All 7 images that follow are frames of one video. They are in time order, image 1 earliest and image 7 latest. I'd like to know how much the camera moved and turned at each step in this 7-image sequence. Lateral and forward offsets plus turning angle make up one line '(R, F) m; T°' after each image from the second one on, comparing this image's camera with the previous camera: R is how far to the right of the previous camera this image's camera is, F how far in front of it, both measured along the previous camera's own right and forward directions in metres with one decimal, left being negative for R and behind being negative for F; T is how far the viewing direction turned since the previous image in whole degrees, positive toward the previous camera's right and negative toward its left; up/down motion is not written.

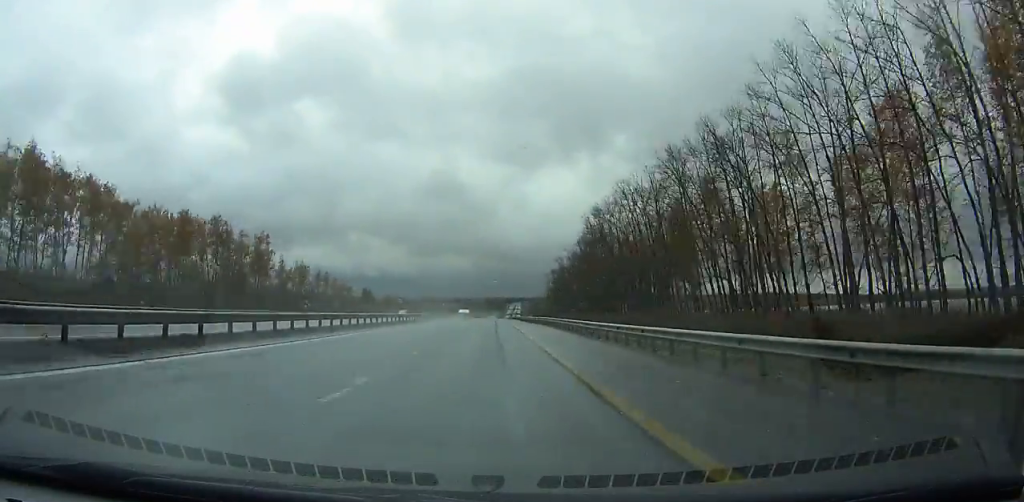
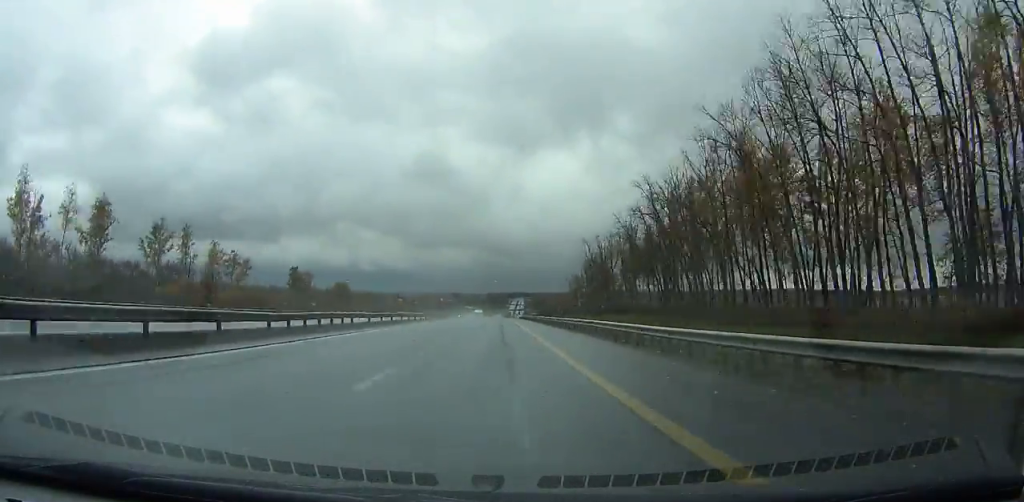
(-0.1, +107.9) m; 0°
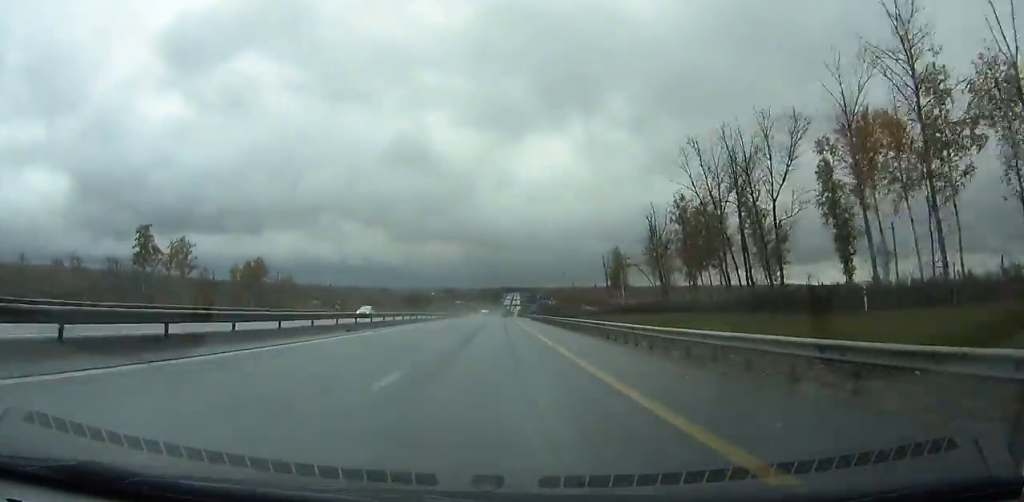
(+0.2, +83.2) m; +1°
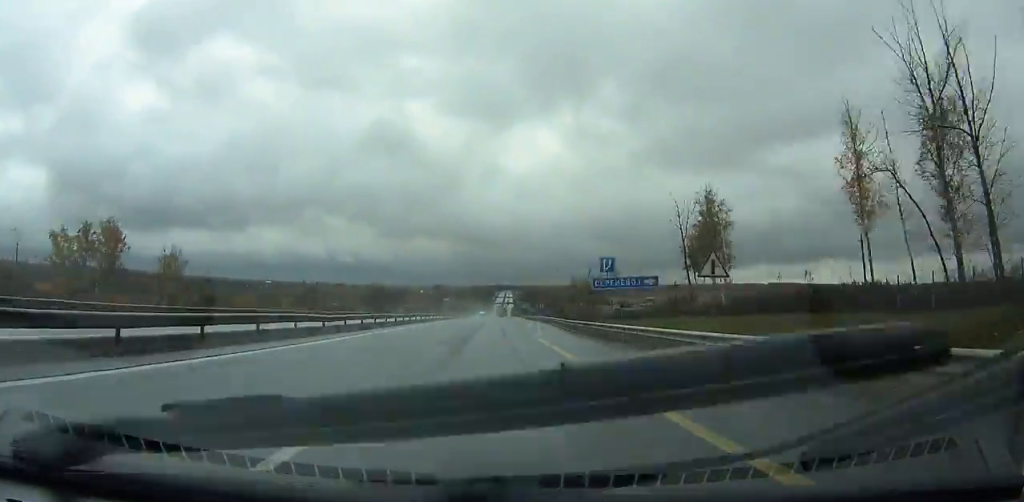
(+0.4, +65.7) m; +1°
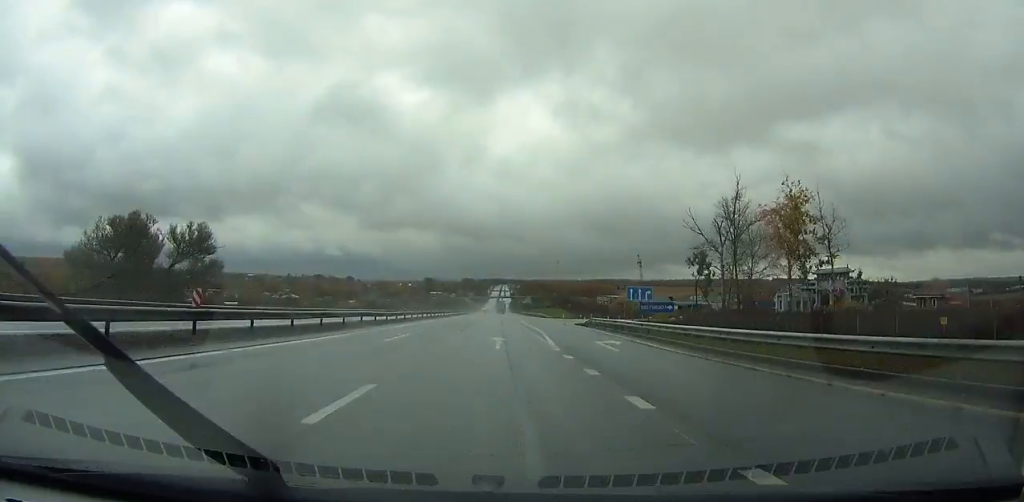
(+0.9, +126.0) m; +1°
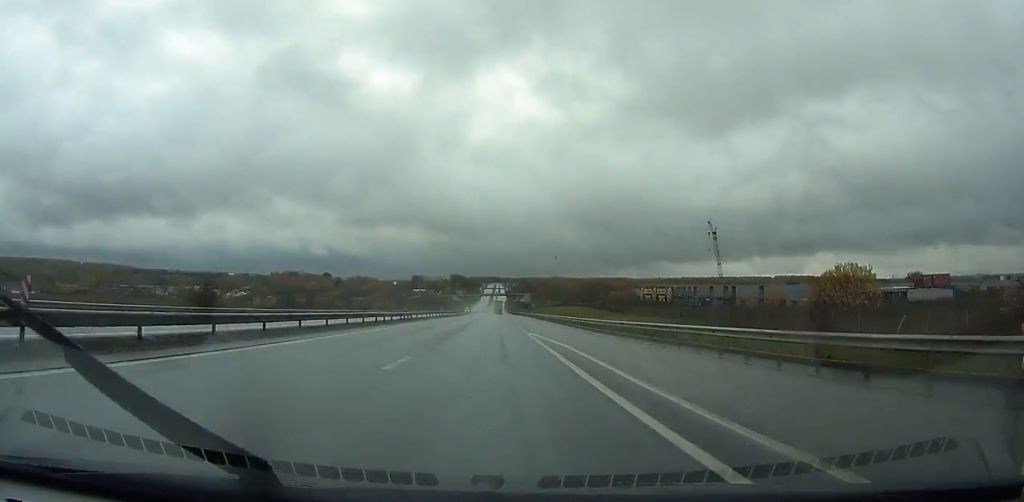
(+0.3, +116.1) m; 0°
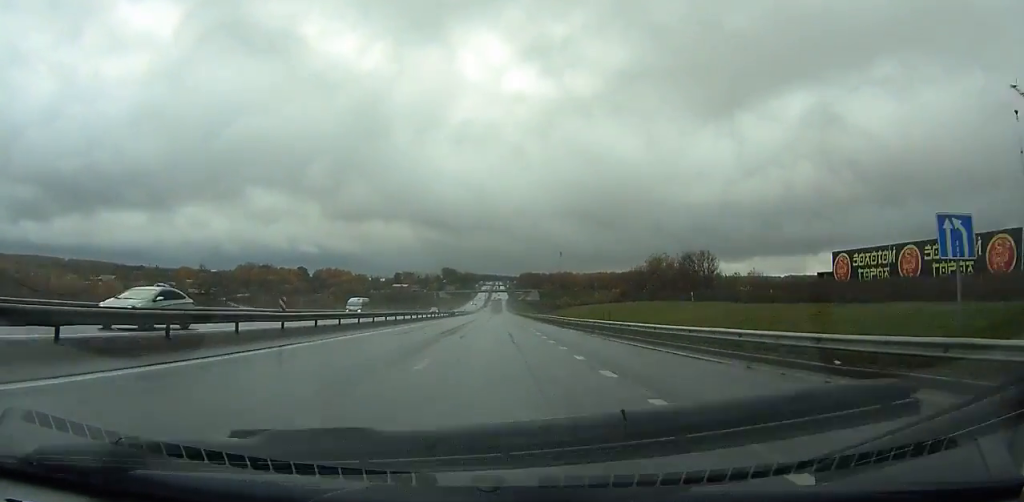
(+0.6, +130.2) m; 0°
